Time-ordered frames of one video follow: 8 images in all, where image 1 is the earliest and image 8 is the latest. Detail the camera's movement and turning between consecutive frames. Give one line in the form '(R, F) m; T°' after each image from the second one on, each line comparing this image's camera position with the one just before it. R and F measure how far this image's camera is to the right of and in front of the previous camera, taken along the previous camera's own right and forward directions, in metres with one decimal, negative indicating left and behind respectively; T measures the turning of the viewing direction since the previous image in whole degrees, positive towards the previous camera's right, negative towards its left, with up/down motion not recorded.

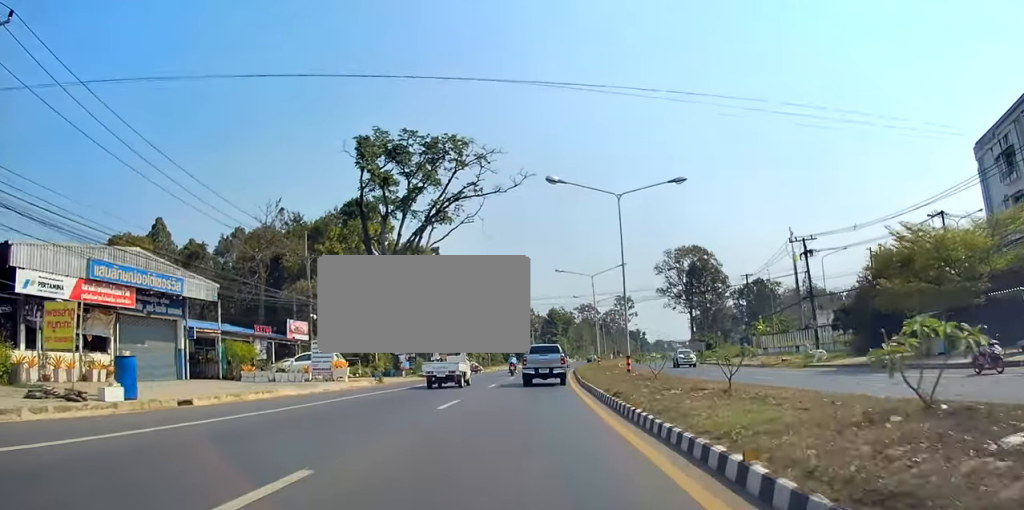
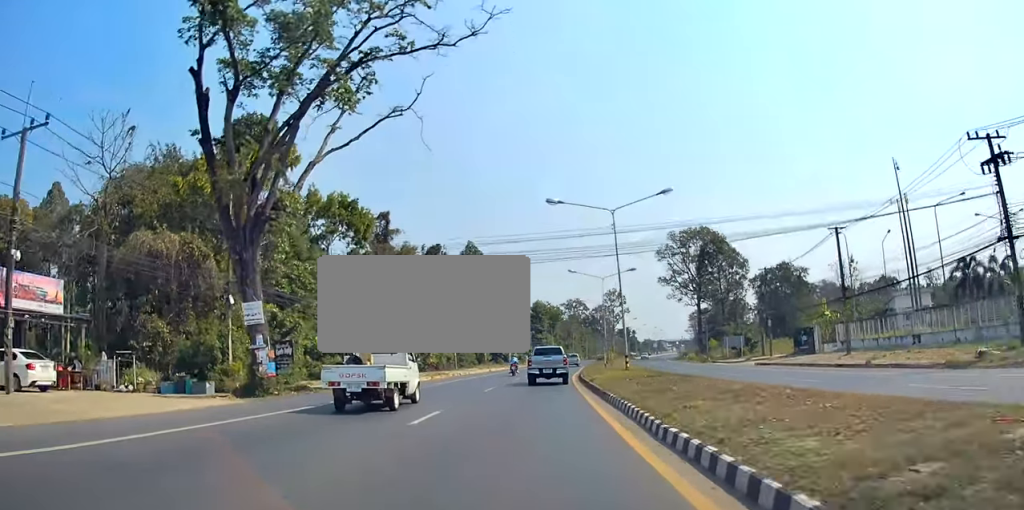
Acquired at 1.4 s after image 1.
(+0.2, +27.1) m; +1°
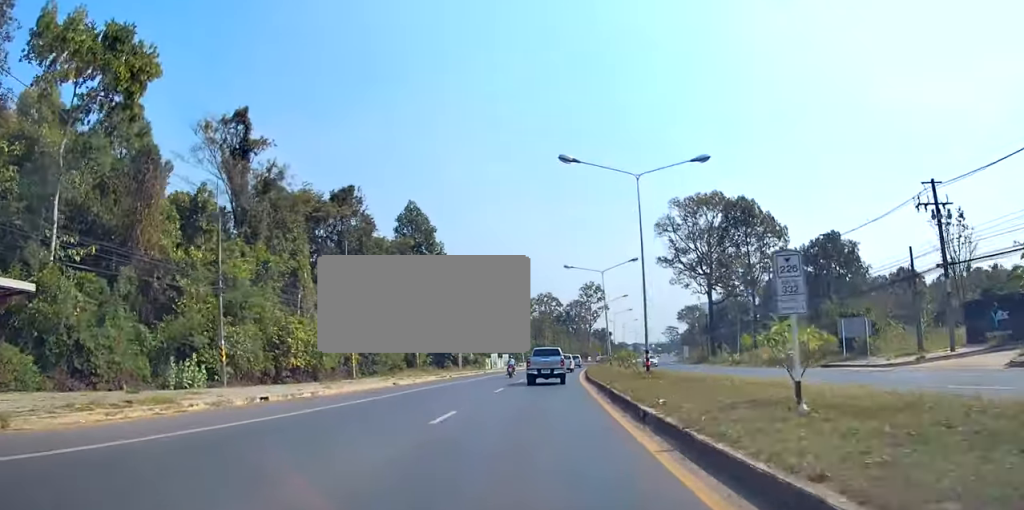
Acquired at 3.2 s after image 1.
(+0.5, +35.8) m; +2°
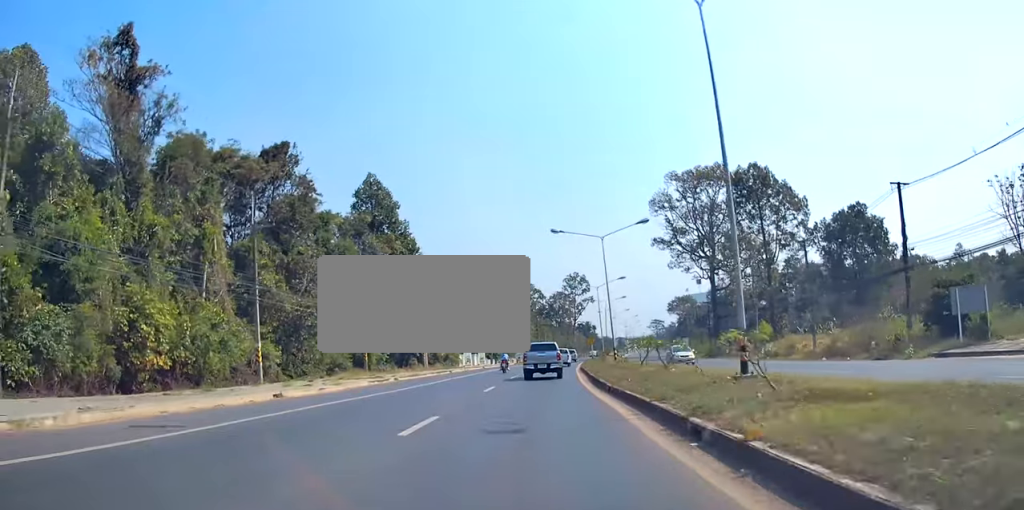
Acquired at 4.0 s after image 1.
(+0.1, +15.2) m; +1°
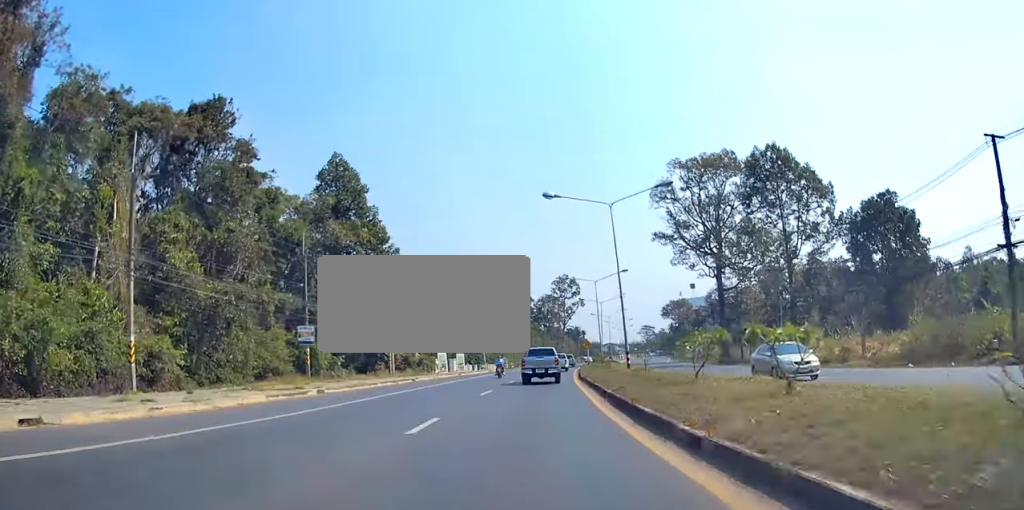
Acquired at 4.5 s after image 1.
(+0.4, +10.4) m; +1°
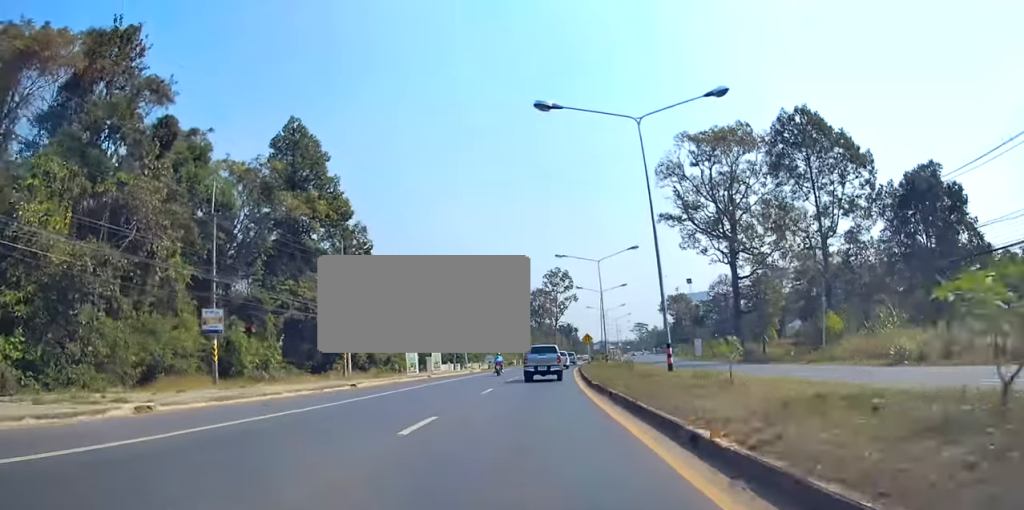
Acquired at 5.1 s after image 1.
(0.0, +12.1) m; +1°
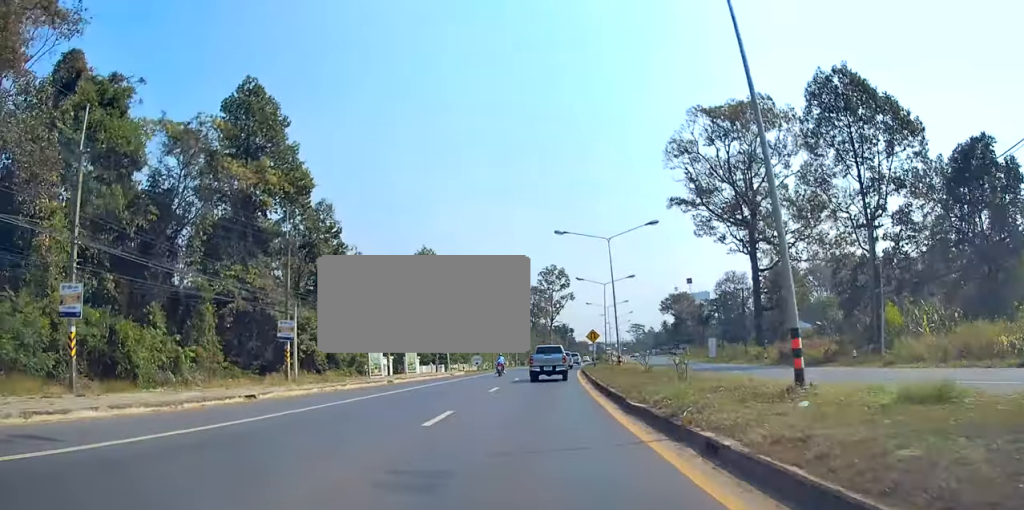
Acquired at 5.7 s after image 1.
(-0.2, +11.4) m; +1°
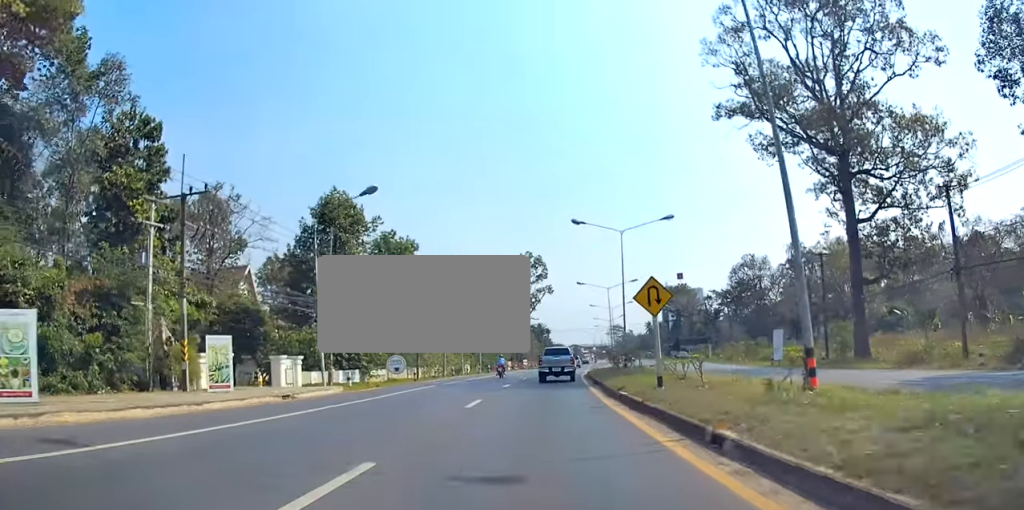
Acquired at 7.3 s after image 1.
(+0.7, +31.7) m; +2°
